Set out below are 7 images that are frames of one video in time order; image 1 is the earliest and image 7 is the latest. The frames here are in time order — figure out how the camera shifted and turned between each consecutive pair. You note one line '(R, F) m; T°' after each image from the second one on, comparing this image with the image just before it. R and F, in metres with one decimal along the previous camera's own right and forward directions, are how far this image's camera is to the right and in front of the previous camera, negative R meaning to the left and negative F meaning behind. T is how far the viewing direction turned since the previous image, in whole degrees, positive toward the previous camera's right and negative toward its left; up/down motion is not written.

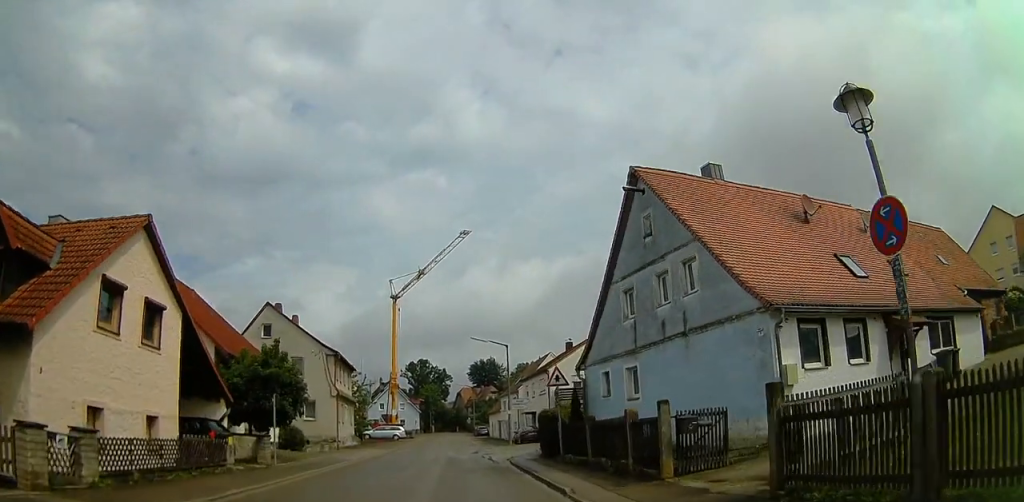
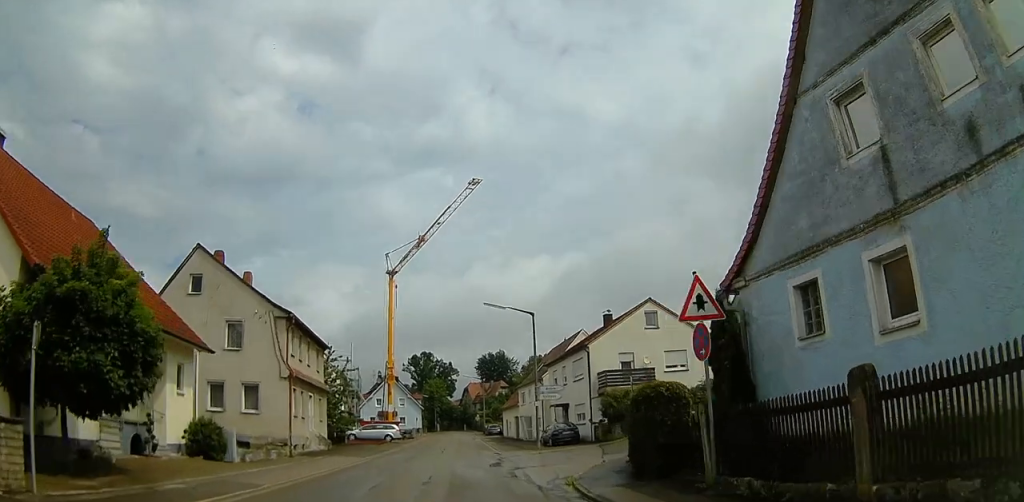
(+0.1, +12.4) m; +2°
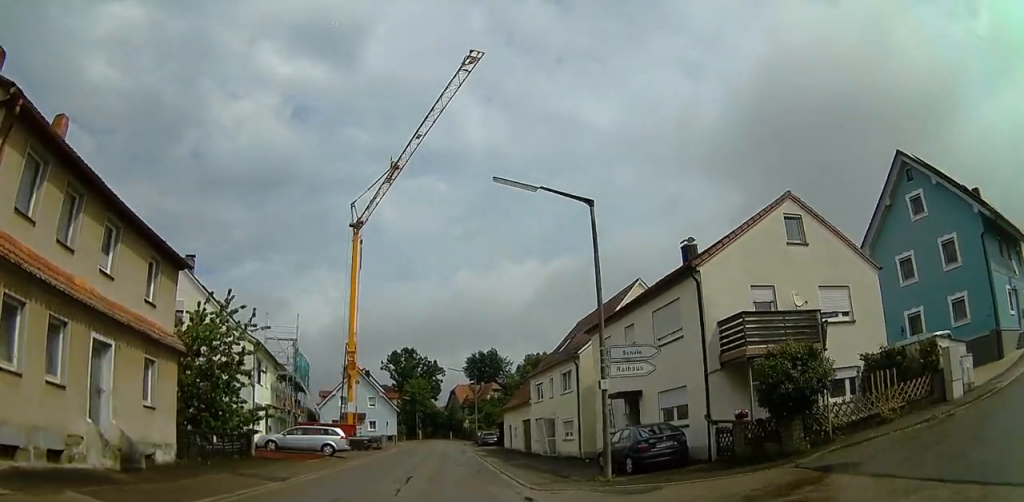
(+0.1, +19.1) m; -1°
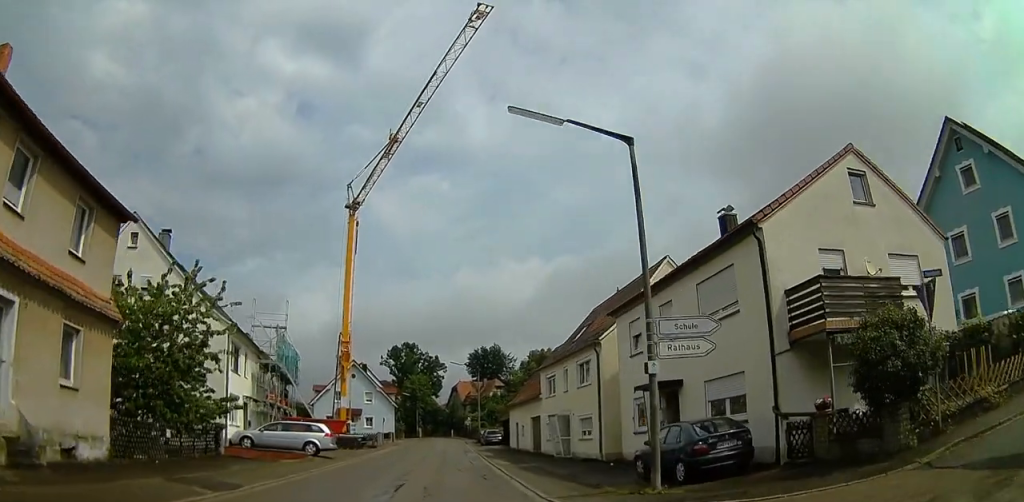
(0.0, +3.9) m; 0°
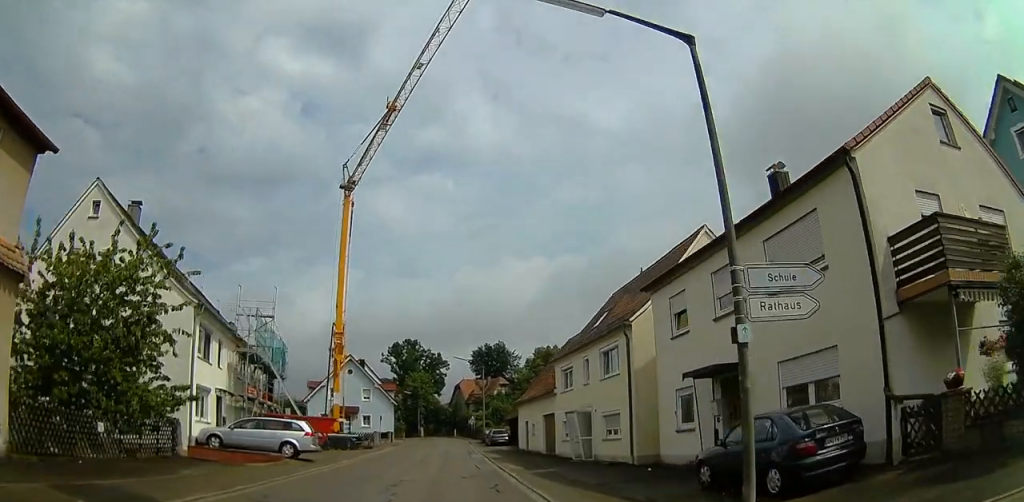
(0.0, +4.0) m; 0°
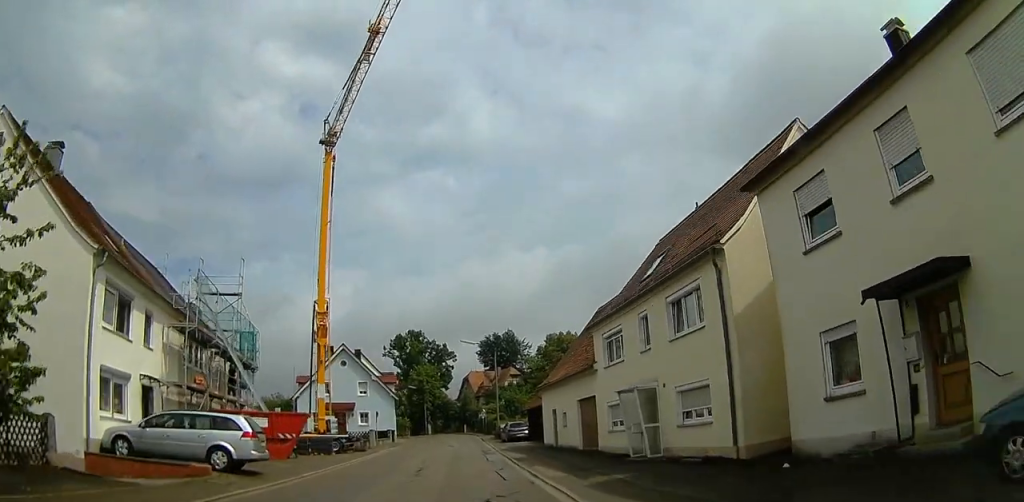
(0.0, +7.2) m; 0°
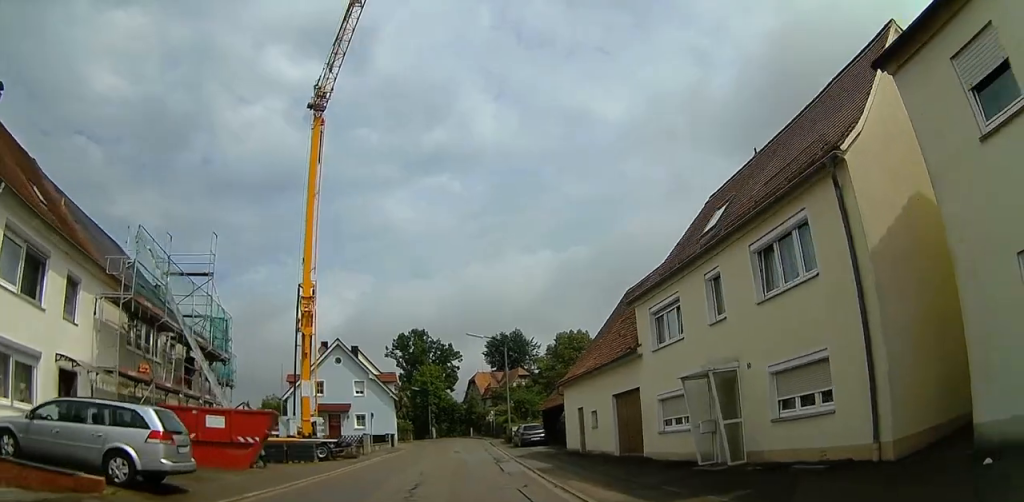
(0.0, +4.8) m; 0°
